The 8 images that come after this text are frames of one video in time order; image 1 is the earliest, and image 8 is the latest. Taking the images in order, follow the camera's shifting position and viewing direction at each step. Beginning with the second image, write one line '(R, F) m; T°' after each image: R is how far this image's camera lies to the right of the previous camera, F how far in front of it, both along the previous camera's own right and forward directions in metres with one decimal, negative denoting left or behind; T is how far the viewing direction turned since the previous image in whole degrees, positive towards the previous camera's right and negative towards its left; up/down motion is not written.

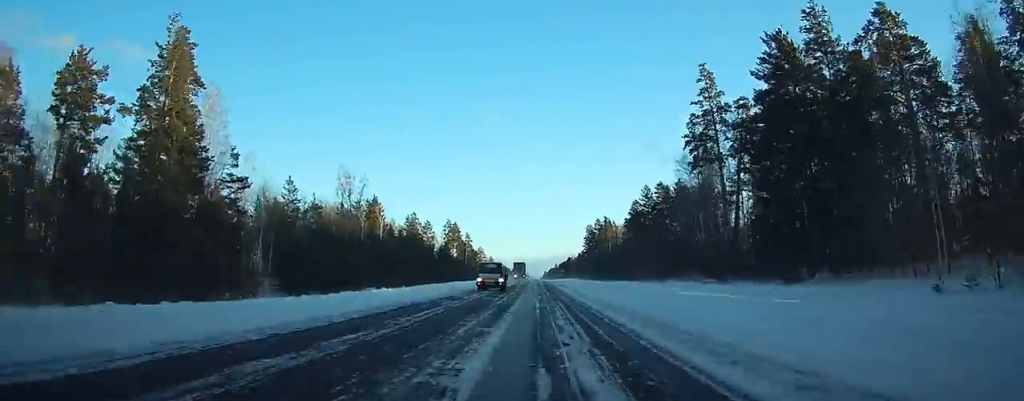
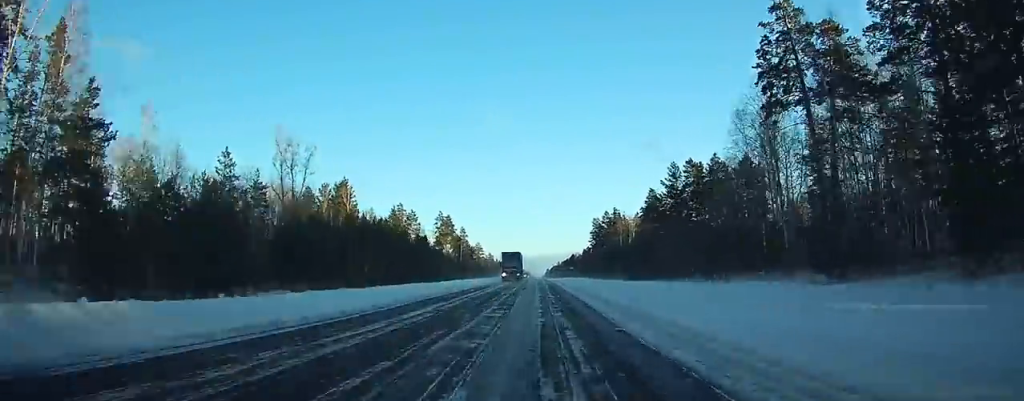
(+0.1, +26.7) m; 0°
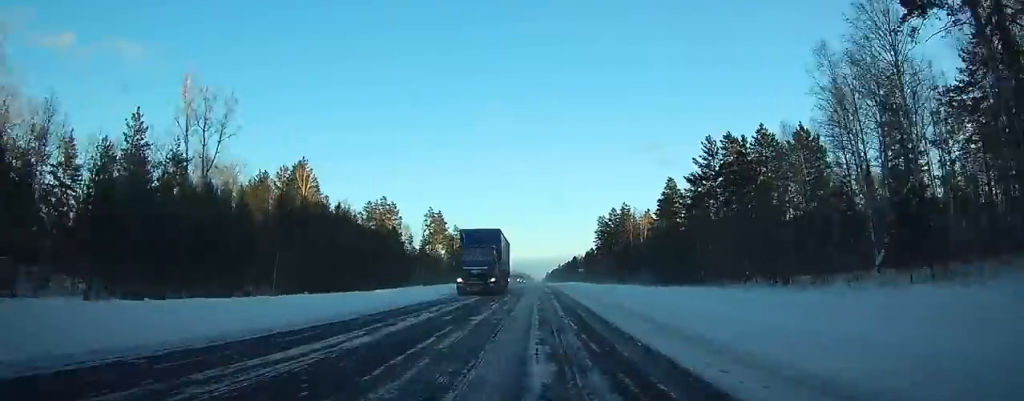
(0.0, +23.6) m; 0°
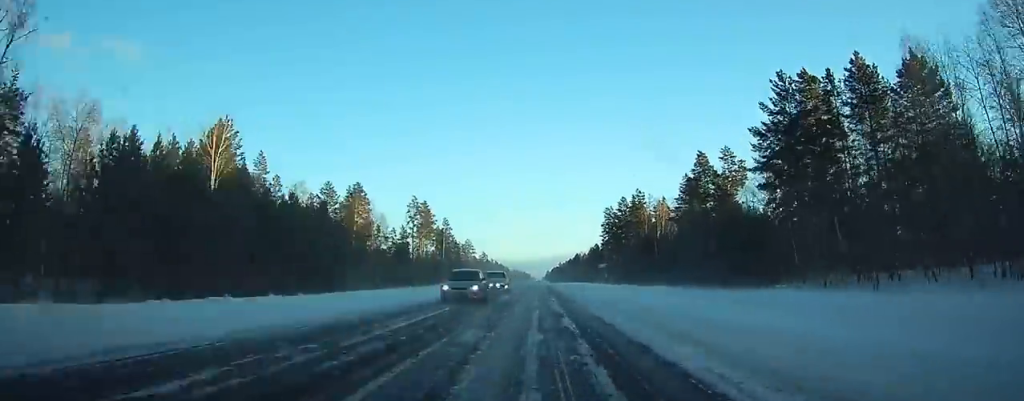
(+0.1, +28.4) m; 0°
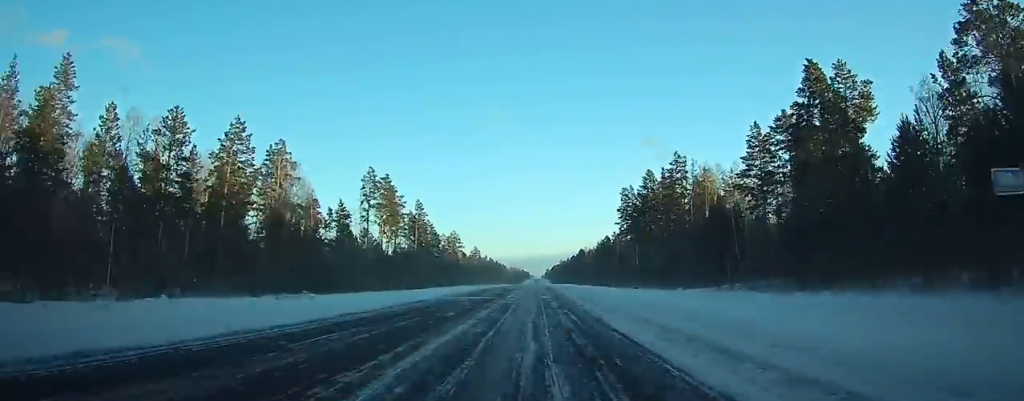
(-0.1, +50.6) m; 0°
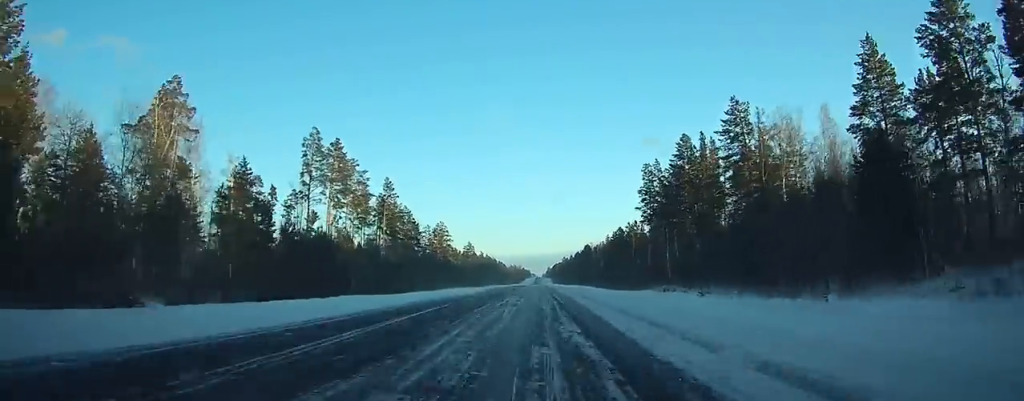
(-0.2, +38.2) m; 0°
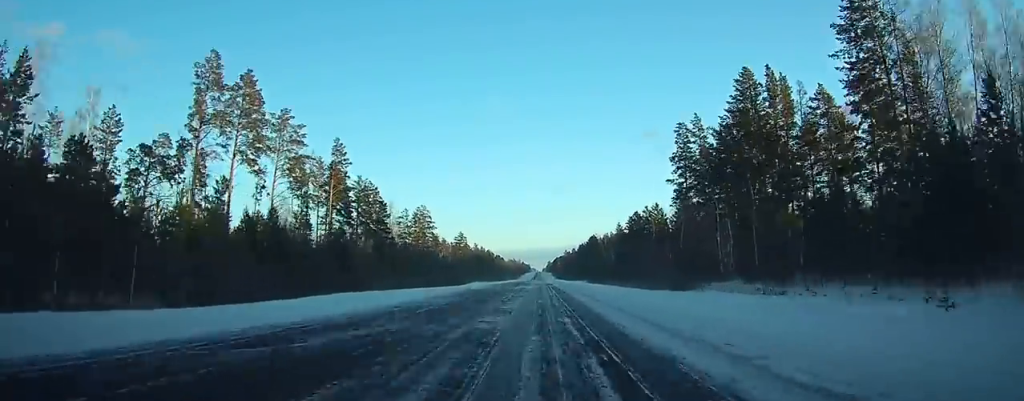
(-0.1, +37.0) m; 0°
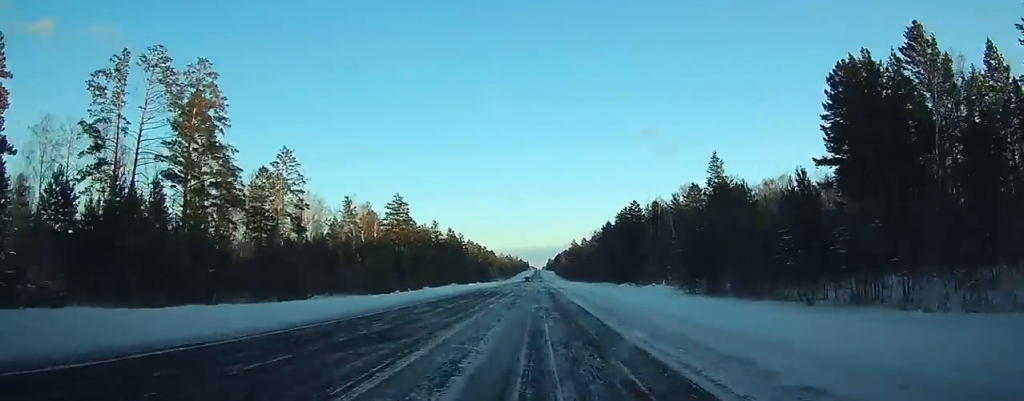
(+1.1, +130.9) m; +1°
